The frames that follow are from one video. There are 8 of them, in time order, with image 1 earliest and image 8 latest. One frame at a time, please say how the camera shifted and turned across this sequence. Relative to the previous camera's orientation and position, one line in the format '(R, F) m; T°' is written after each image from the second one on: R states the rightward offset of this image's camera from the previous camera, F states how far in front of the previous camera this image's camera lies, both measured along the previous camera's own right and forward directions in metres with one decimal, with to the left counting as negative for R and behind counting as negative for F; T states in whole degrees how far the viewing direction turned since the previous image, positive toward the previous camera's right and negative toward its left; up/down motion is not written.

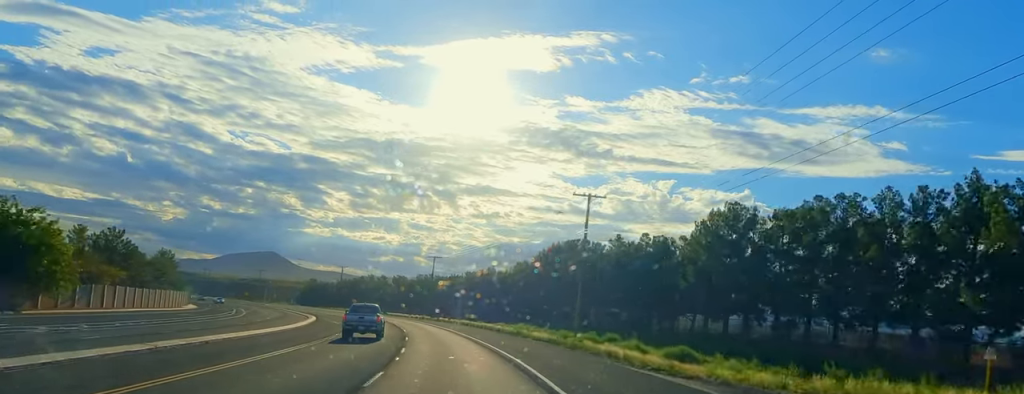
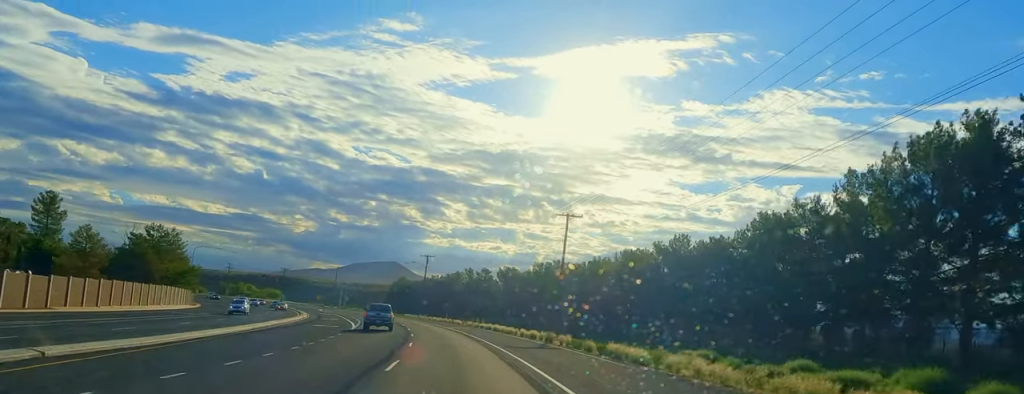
(-5.8, +69.0) m; -8°
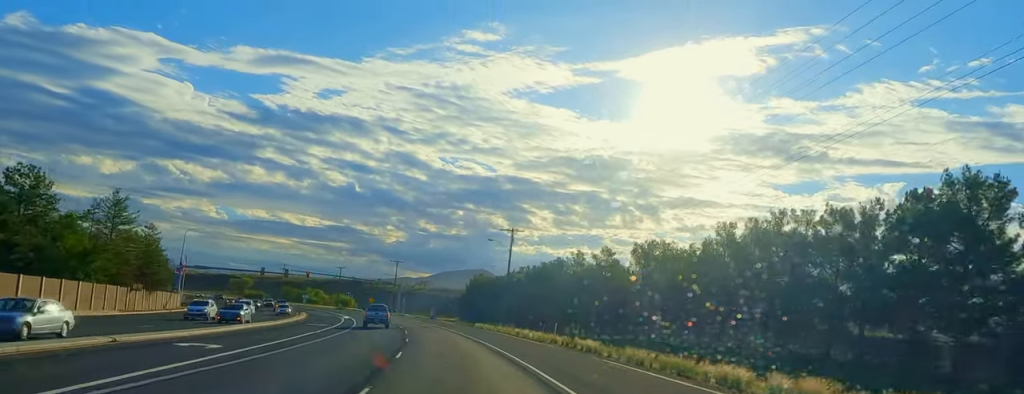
(-3.0, +55.2) m; -7°
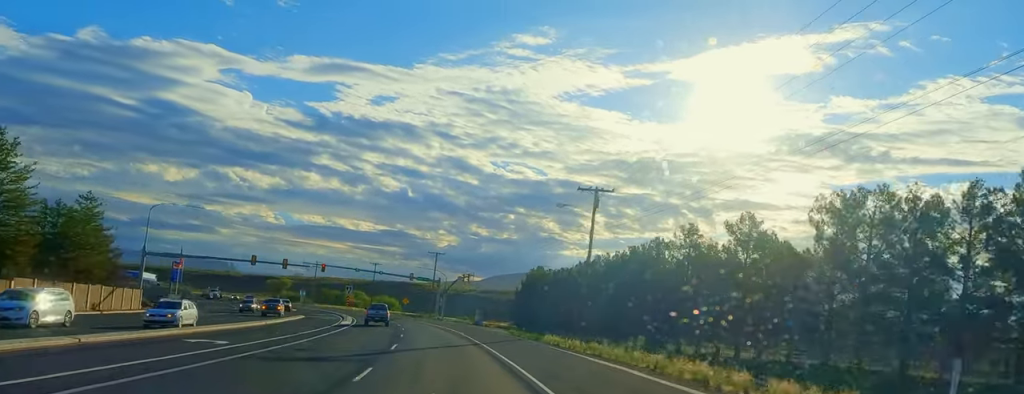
(-1.5, +31.9) m; -4°
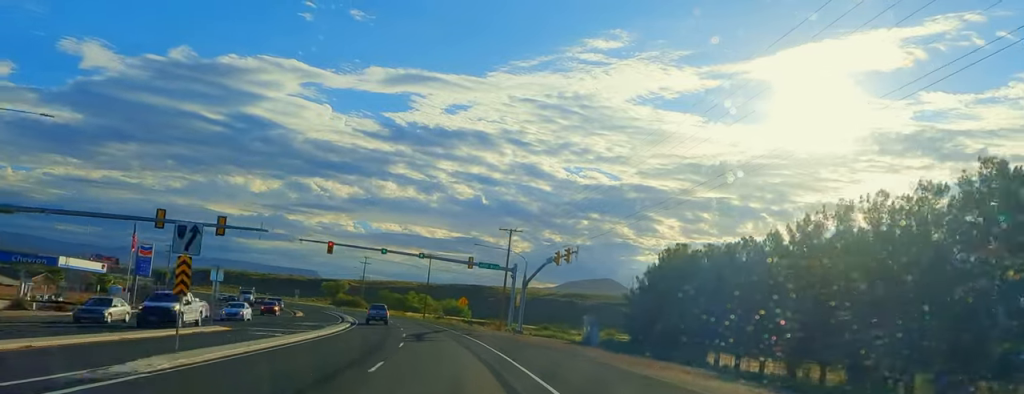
(-1.7, +46.4) m; -6°
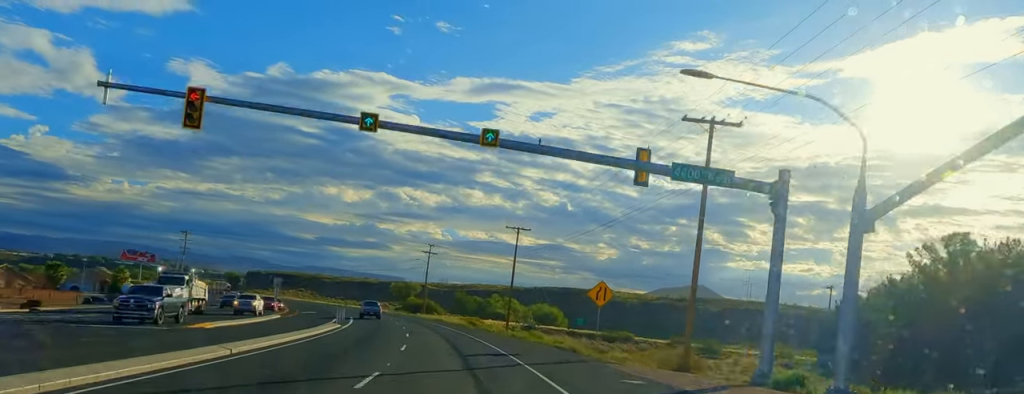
(-3.5, +52.1) m; -8°
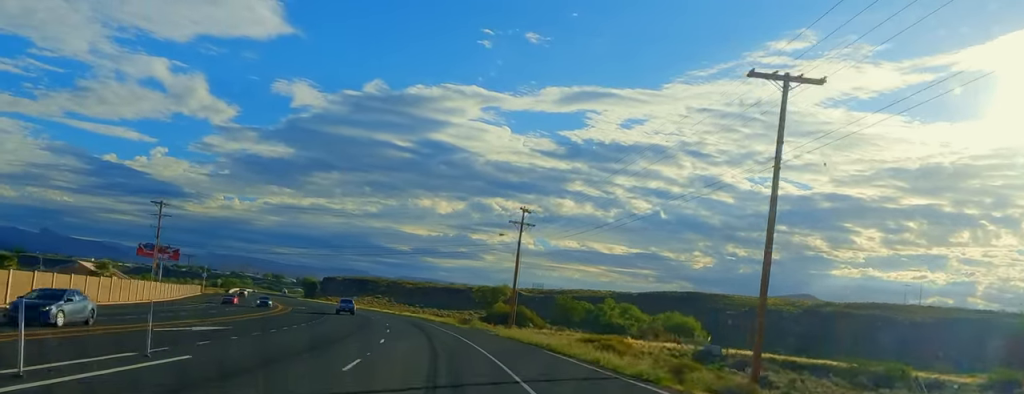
(-4.2, +57.3) m; -8°
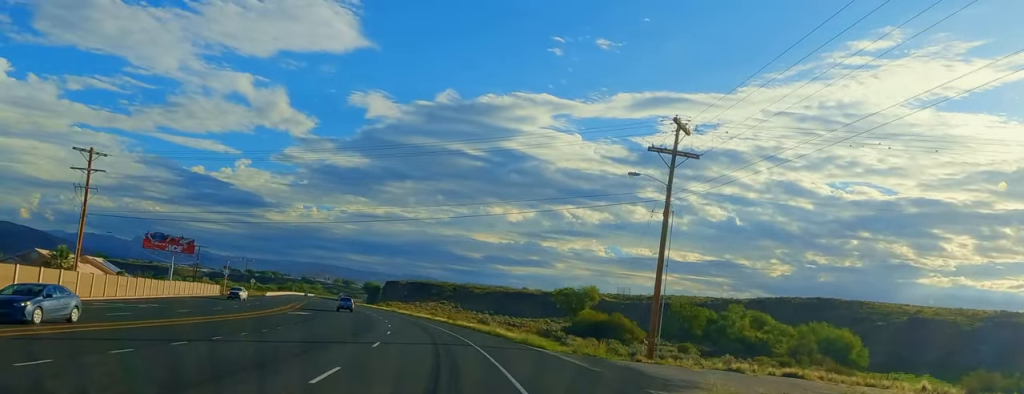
(-1.5, +39.2) m; -5°
